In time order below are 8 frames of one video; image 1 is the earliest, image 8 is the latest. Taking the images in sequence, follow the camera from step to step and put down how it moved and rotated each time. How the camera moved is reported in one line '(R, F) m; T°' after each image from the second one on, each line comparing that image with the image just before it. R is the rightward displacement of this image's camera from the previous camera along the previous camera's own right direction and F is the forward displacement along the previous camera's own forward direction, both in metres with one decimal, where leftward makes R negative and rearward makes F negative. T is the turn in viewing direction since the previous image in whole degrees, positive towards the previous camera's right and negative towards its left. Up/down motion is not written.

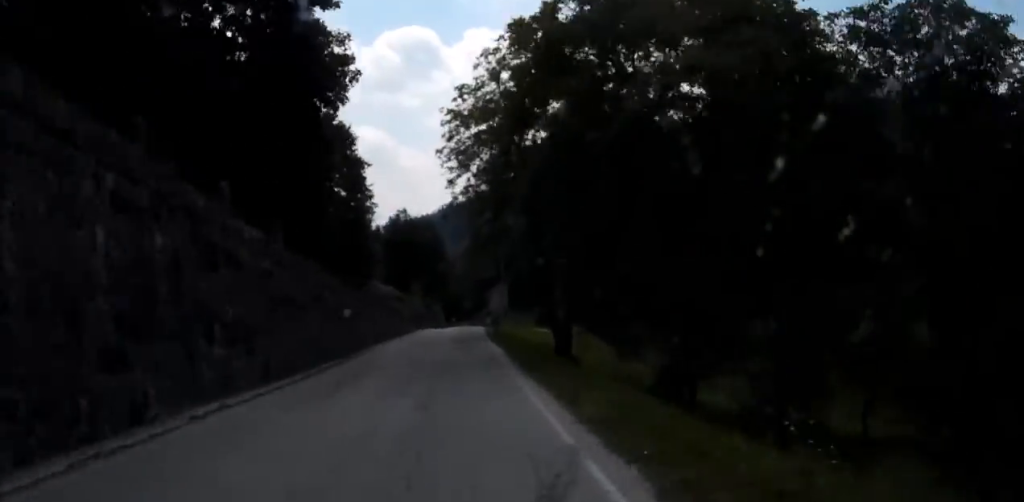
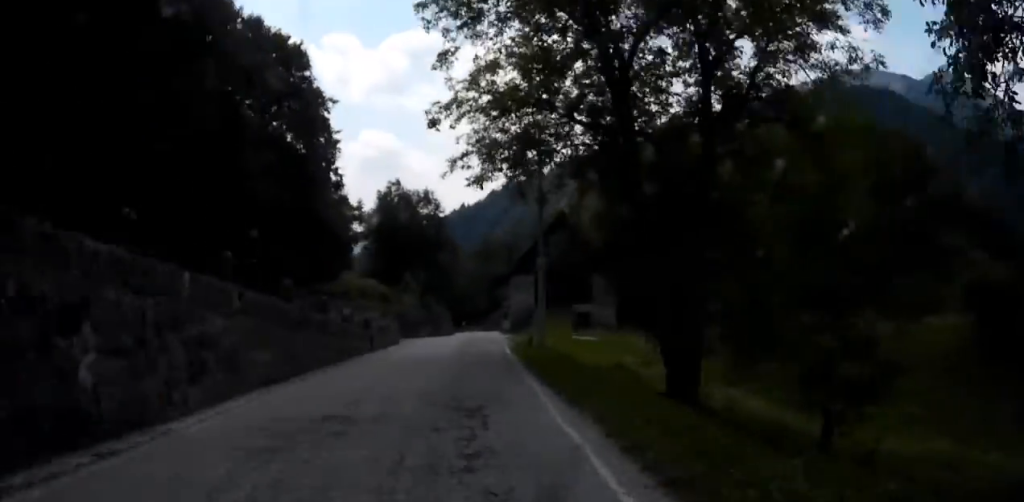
(0.0, +19.8) m; 0°
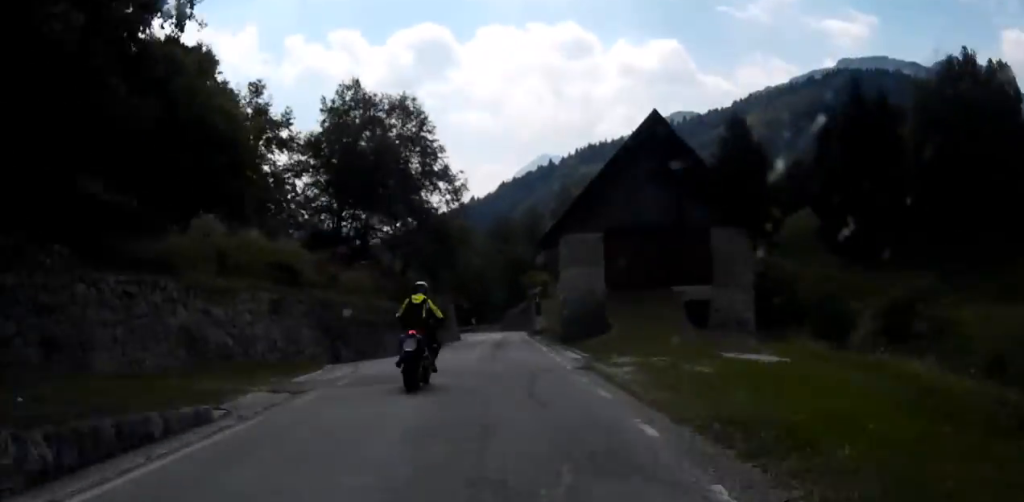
(+0.1, +26.7) m; +1°
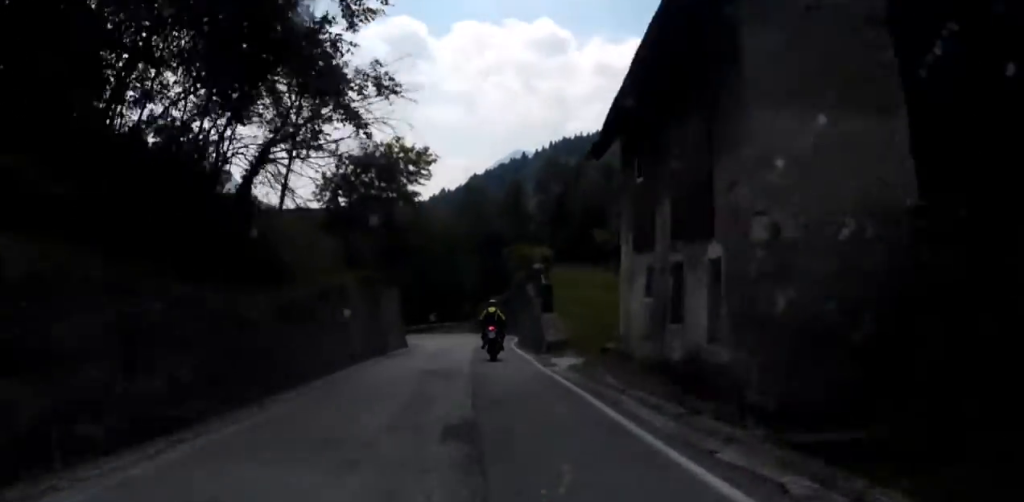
(+0.5, +22.8) m; +1°
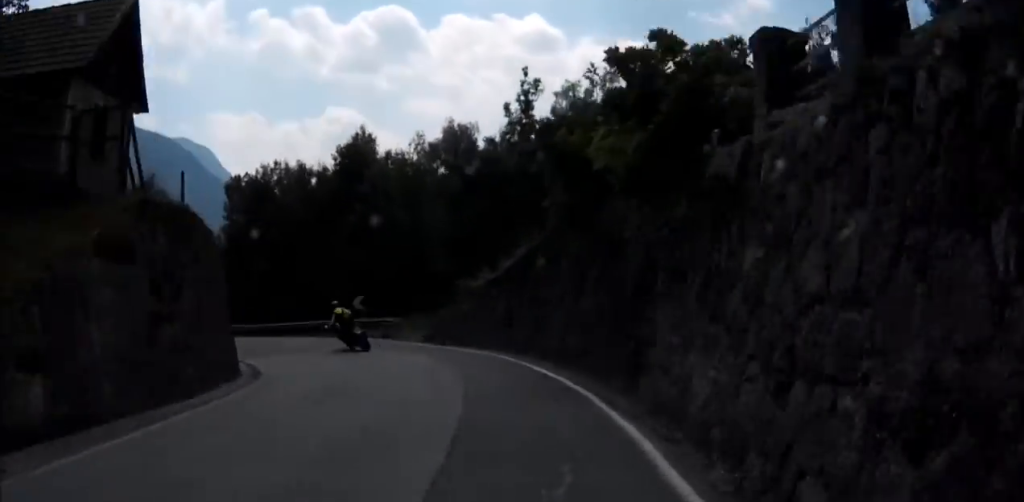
(-1.1, +27.2) m; -11°
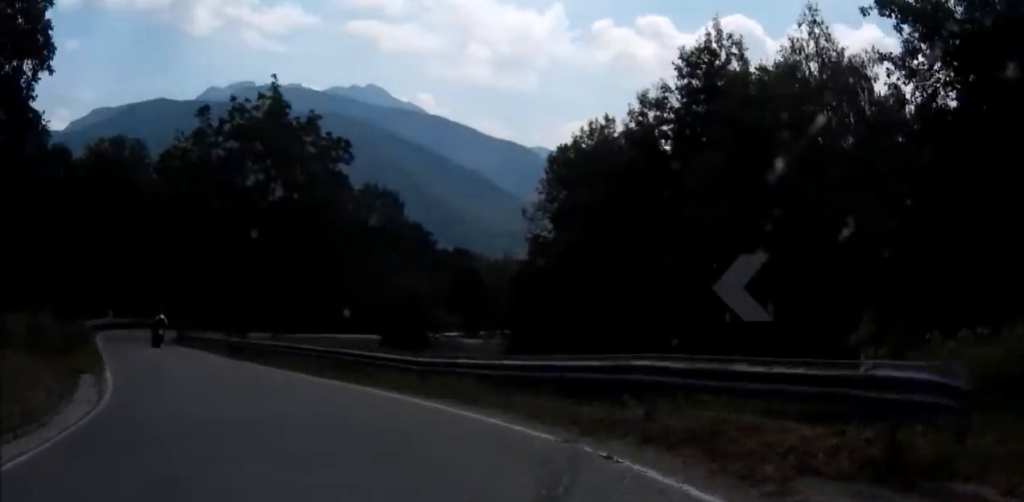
(-5.7, +23.4) m; -29°
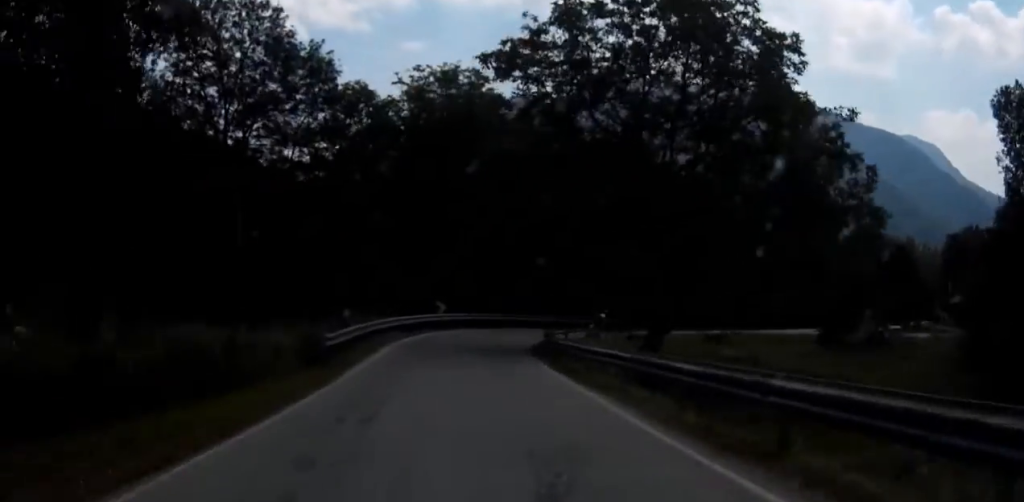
(-4.1, +18.5) m; -11°
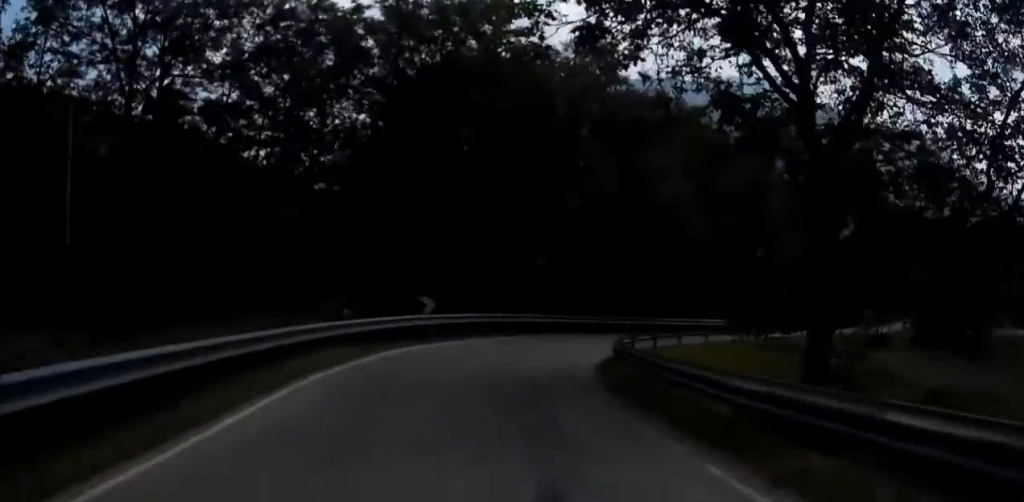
(-1.2, +13.6) m; +6°
